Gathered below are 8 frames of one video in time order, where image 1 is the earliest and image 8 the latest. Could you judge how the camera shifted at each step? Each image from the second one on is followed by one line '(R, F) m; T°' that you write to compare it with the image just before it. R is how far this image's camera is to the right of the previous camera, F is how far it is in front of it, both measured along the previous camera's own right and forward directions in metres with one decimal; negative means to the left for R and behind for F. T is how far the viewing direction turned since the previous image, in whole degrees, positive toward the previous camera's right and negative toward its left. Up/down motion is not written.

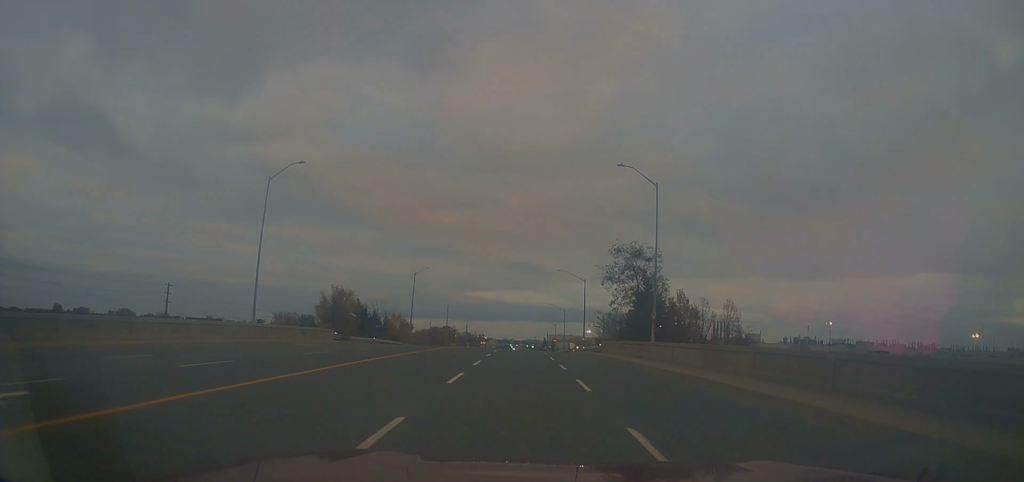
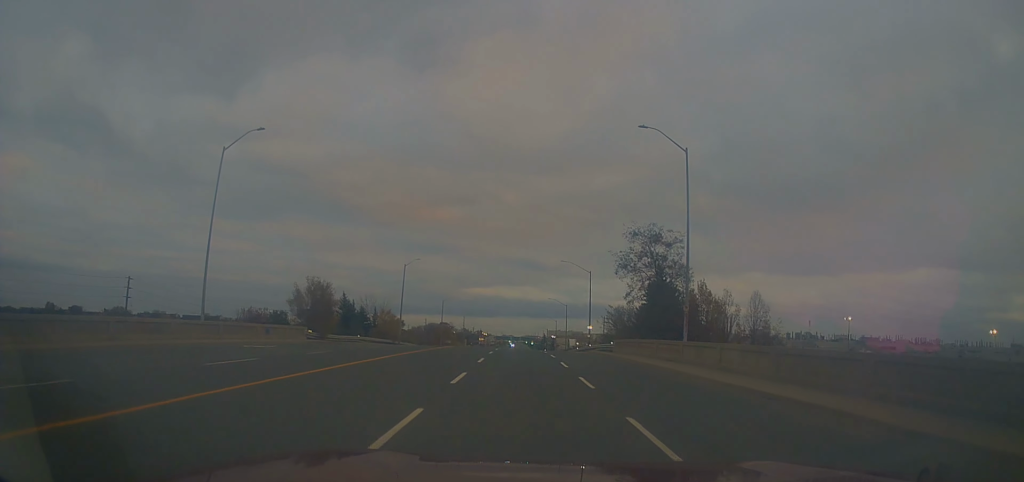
(+0.1, +7.6) m; 0°
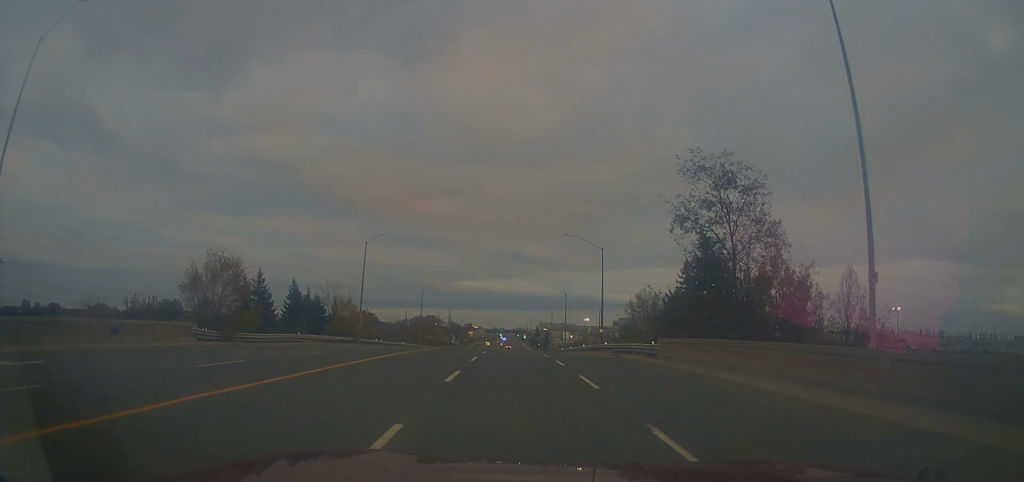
(-0.1, +18.1) m; -1°
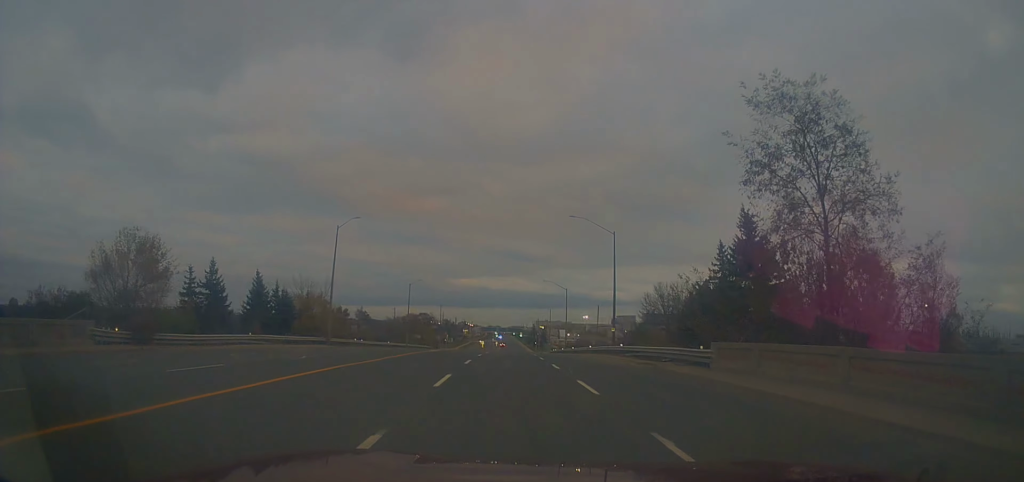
(-0.1, +9.8) m; 0°
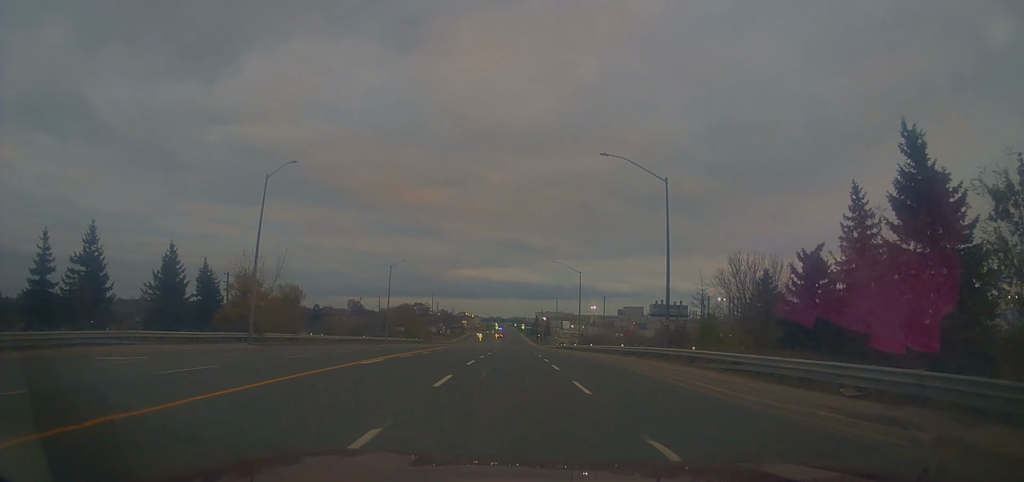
(+0.1, +18.0) m; +1°
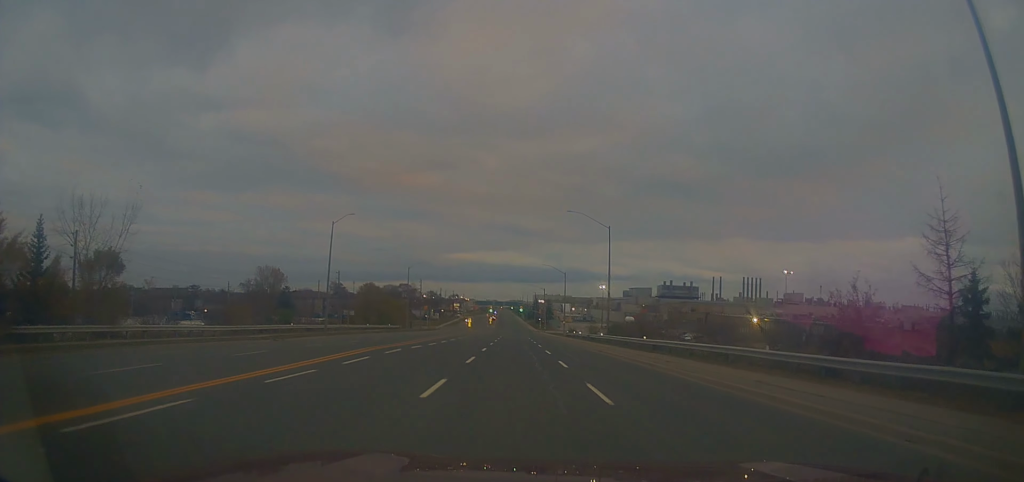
(+0.3, +27.7) m; +1°
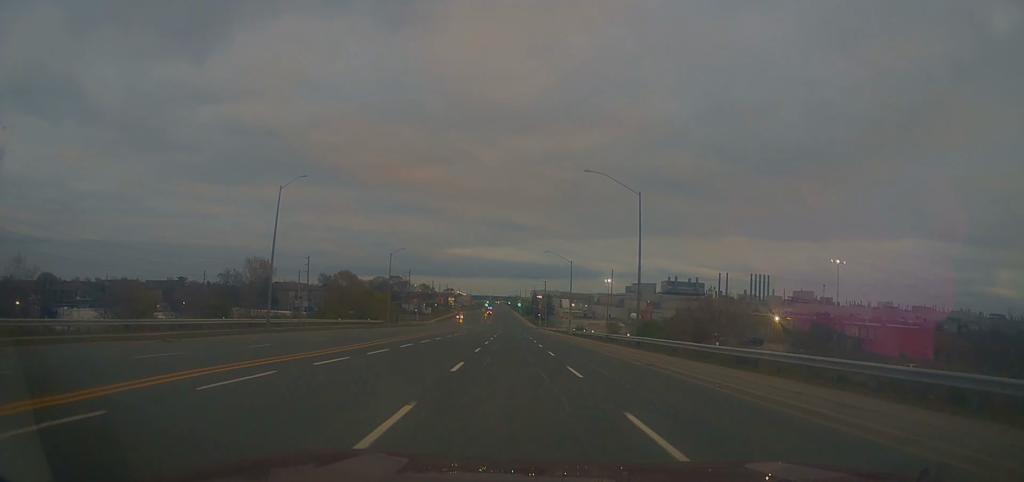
(0.0, +14.3) m; 0°
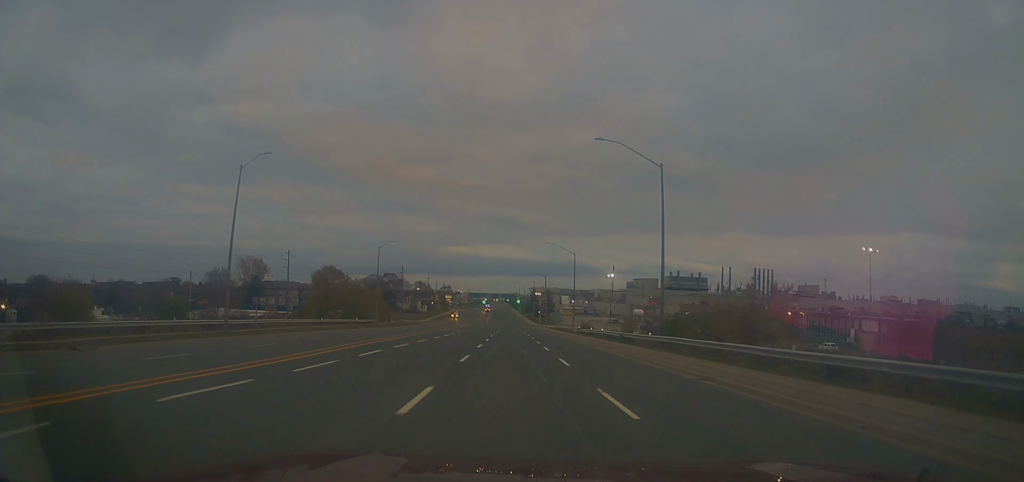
(0.0, +7.2) m; 0°
